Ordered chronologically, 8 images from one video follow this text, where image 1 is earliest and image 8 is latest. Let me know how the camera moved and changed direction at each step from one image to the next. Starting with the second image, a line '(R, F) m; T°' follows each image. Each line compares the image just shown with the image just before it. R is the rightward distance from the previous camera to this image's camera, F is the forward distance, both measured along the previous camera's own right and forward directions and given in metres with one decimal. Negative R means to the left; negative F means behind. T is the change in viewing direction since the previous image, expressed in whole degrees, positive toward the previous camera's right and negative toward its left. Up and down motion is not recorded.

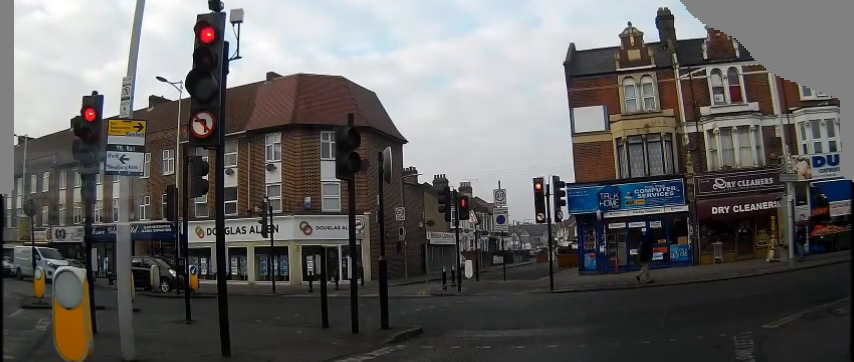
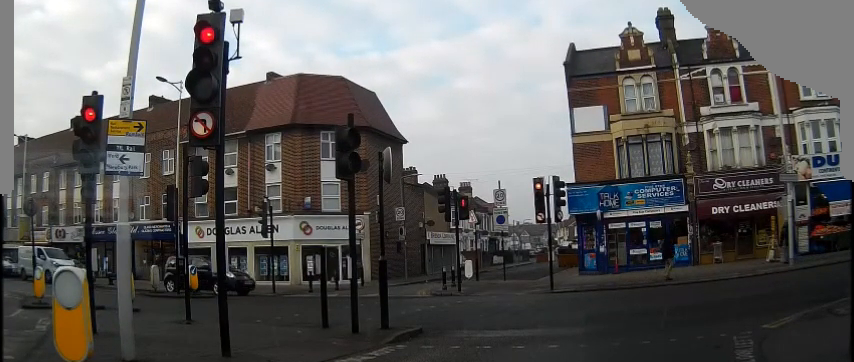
(+0.3, 0.0) m; 0°
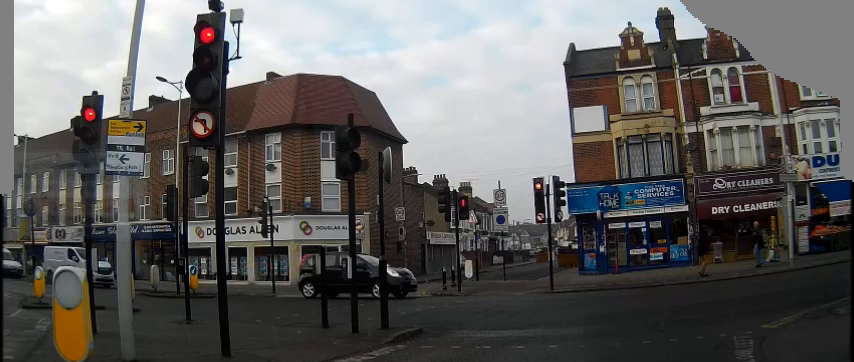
(+0.4, 0.0) m; 0°
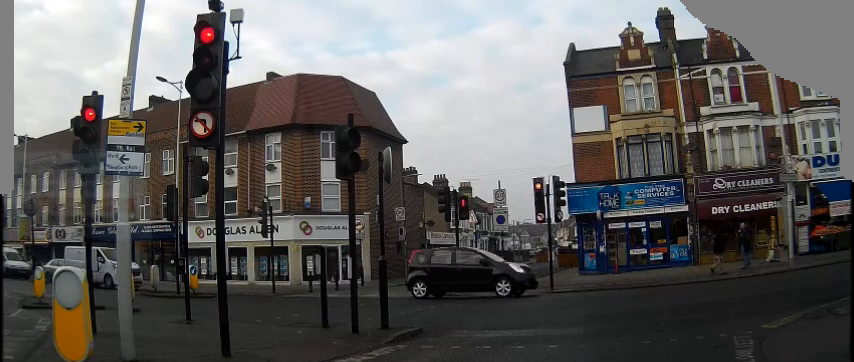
(+0.2, 0.0) m; 0°
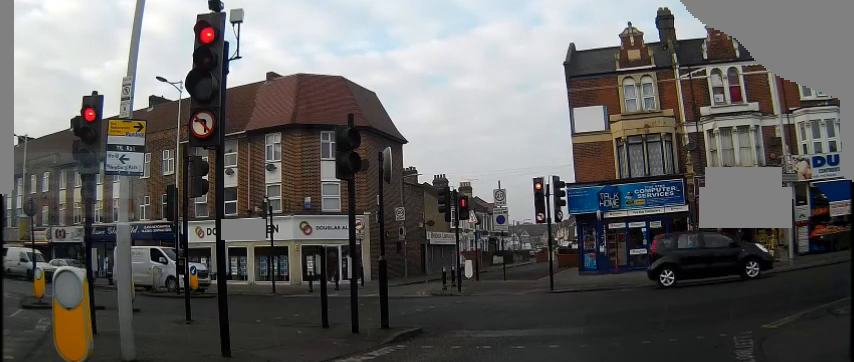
(+0.3, 0.0) m; 0°
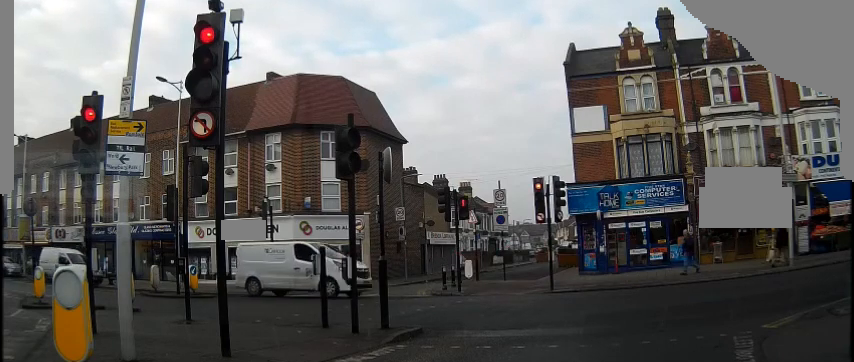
(+0.3, 0.0) m; 0°
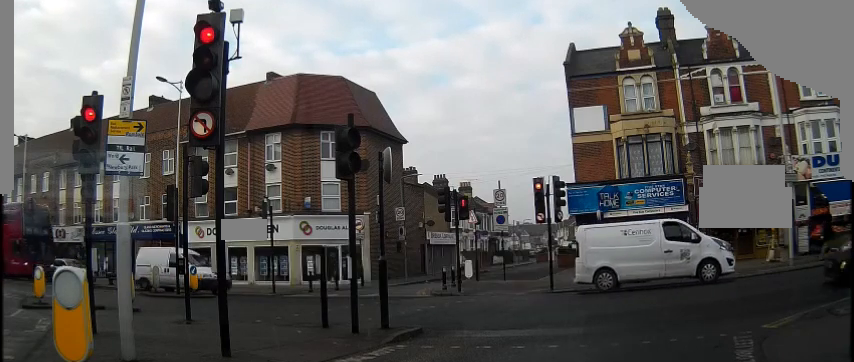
(+0.3, 0.0) m; 0°
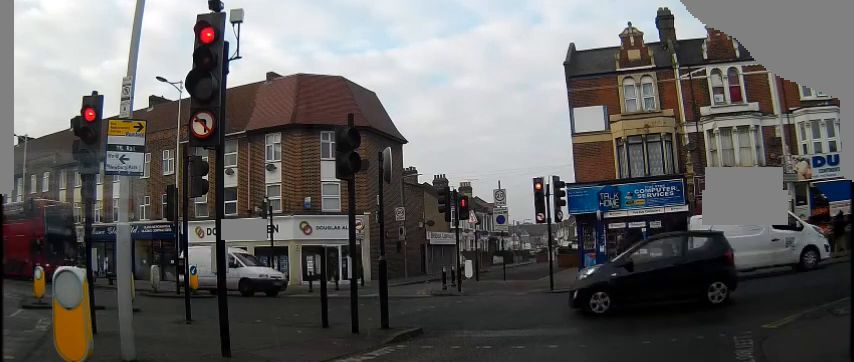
(+0.1, 0.0) m; 0°
